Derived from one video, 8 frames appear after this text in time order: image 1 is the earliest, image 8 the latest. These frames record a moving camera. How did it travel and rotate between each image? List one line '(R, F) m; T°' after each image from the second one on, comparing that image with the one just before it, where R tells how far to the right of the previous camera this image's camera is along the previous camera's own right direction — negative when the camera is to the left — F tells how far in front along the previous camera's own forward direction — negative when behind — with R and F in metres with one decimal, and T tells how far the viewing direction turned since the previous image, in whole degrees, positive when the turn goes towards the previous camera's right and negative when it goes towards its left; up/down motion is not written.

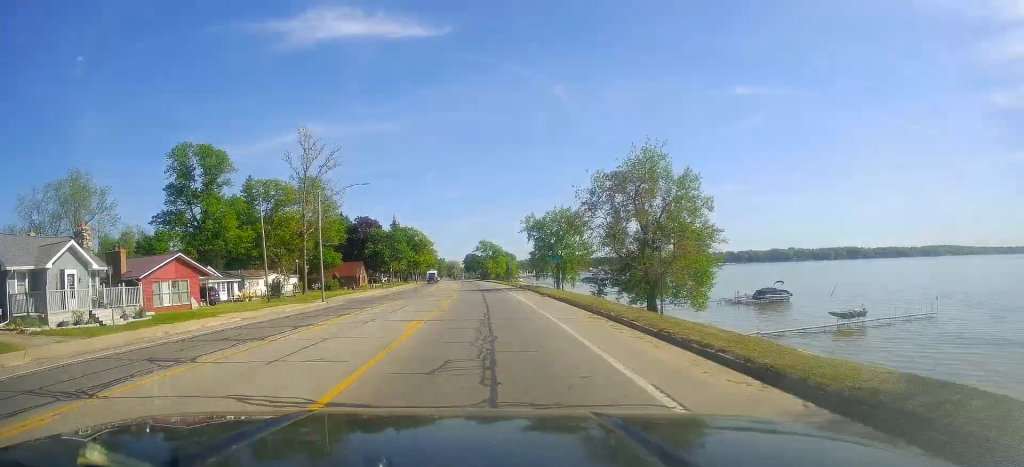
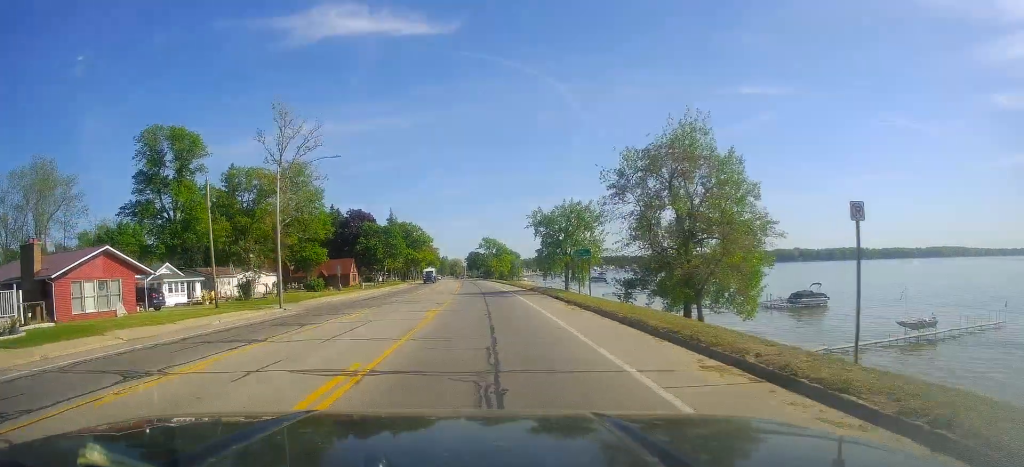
(+0.1, +10.6) m; +1°
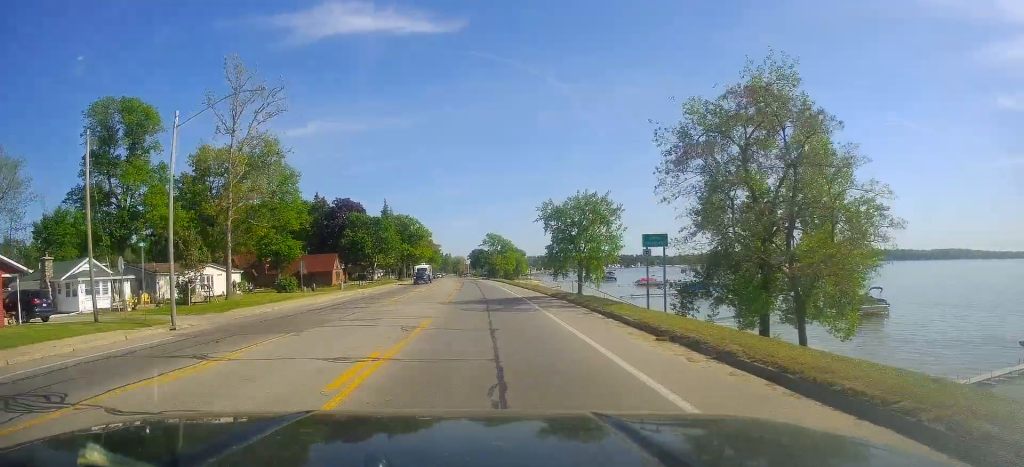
(+0.4, +14.0) m; +1°
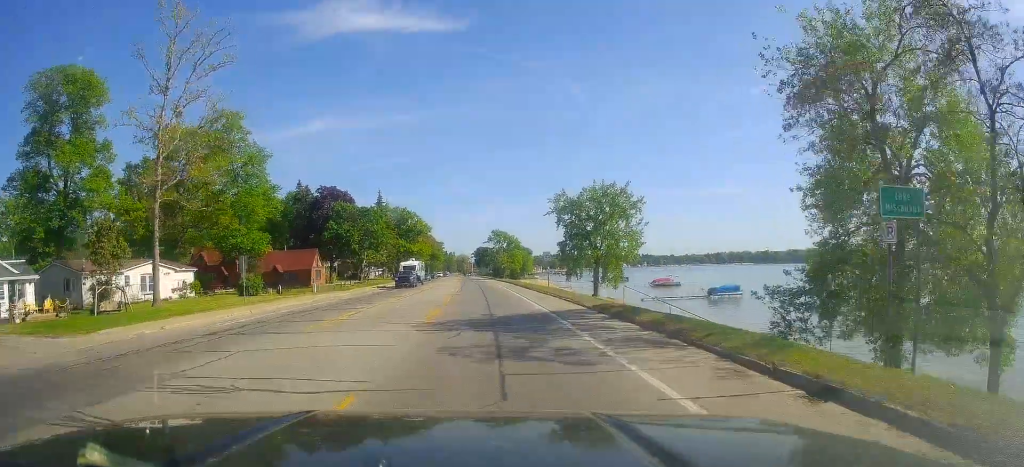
(+0.1, +12.9) m; -2°
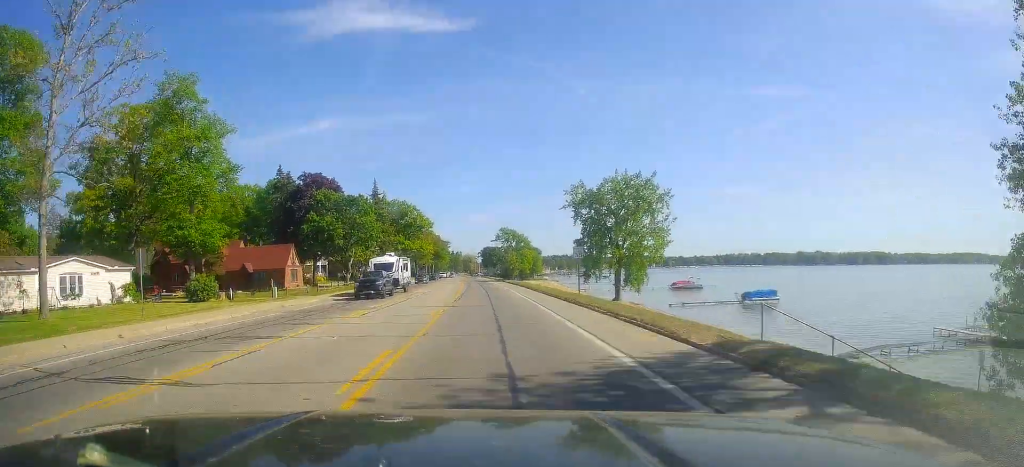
(-0.6, +12.4) m; -2°
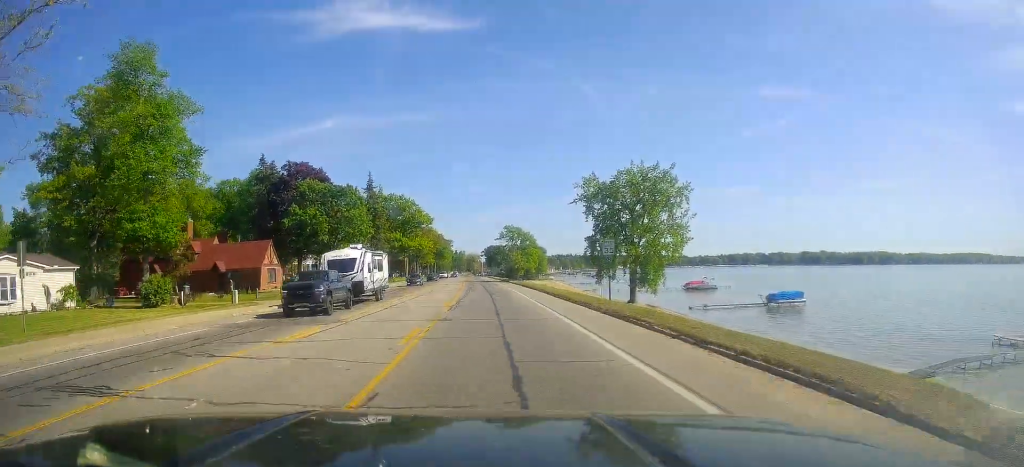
(-0.1, +7.9) m; 0°
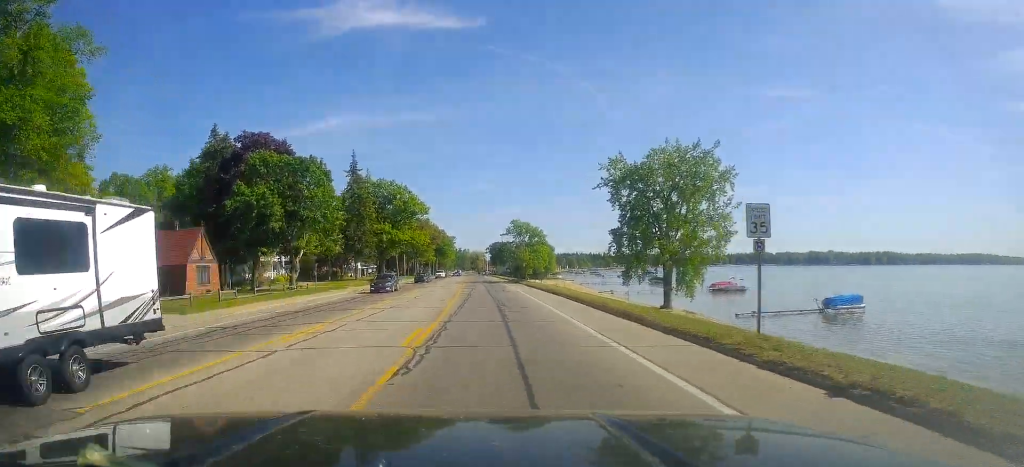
(0.0, +15.3) m; +2°
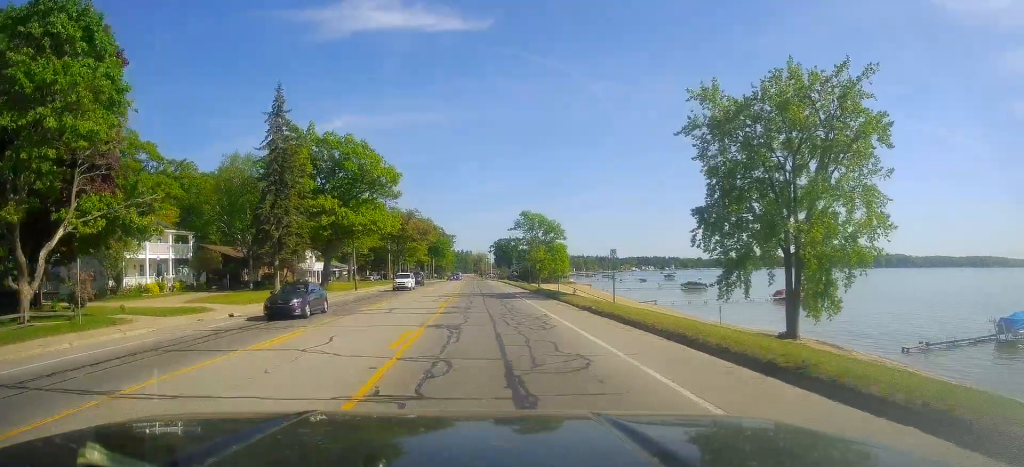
(0.0, +31.7) m; -2°
